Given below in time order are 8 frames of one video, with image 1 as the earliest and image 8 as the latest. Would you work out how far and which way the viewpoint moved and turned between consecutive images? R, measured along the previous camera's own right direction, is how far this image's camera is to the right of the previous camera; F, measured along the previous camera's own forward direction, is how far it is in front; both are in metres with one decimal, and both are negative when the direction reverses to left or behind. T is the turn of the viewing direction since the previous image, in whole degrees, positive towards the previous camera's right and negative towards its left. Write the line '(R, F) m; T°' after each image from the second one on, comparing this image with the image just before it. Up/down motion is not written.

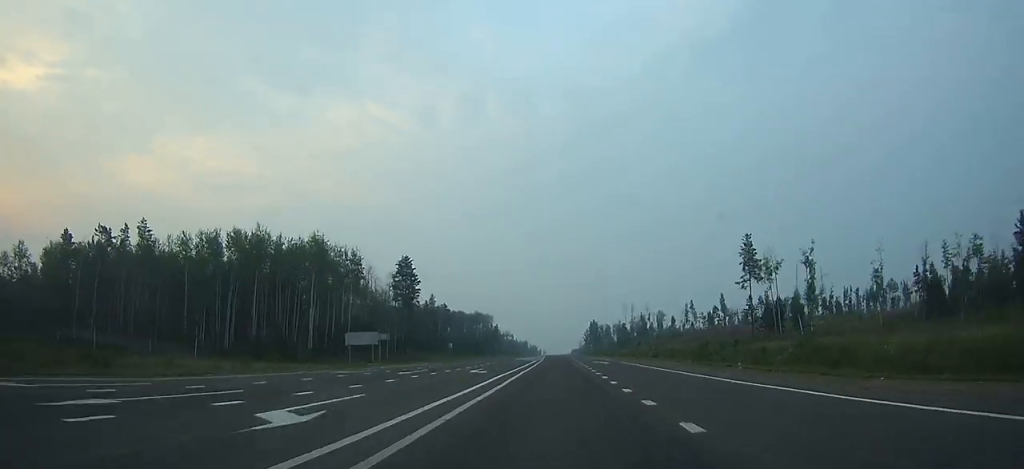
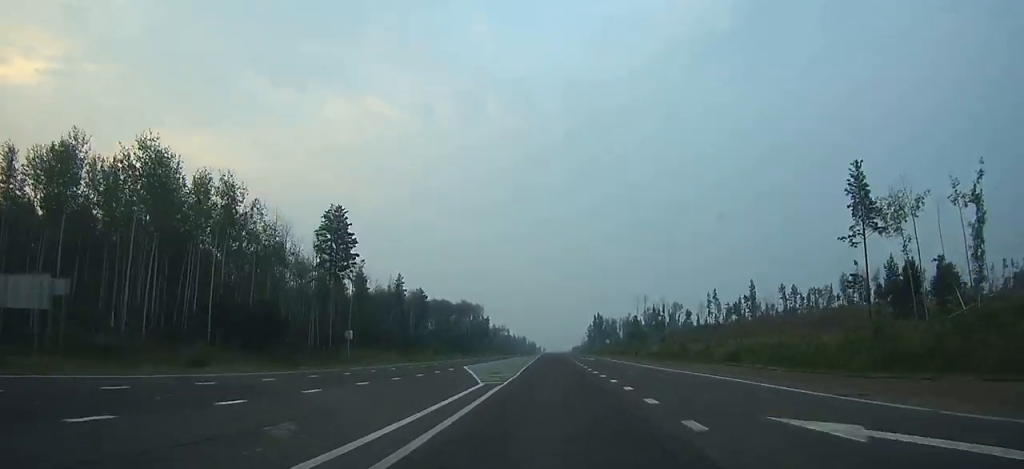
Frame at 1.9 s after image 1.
(+0.1, +46.4) m; 0°
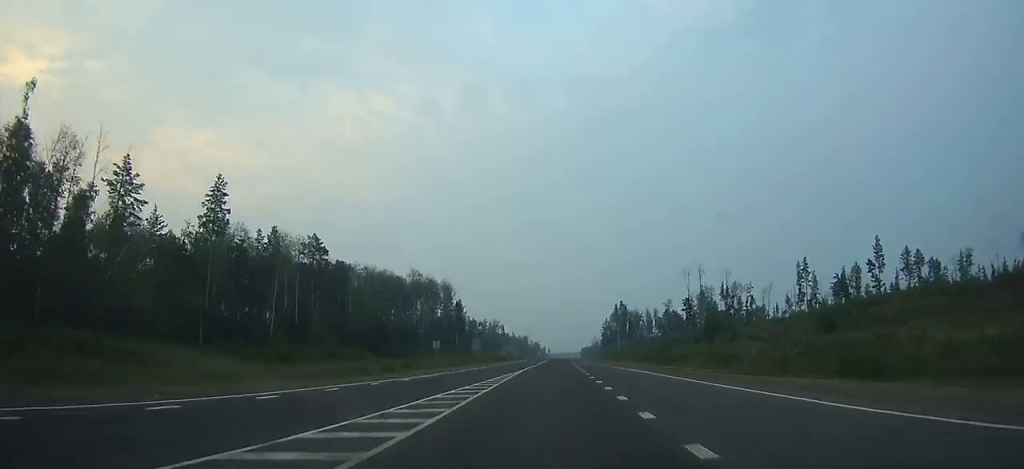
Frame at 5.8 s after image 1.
(-0.7, +101.0) m; 0°
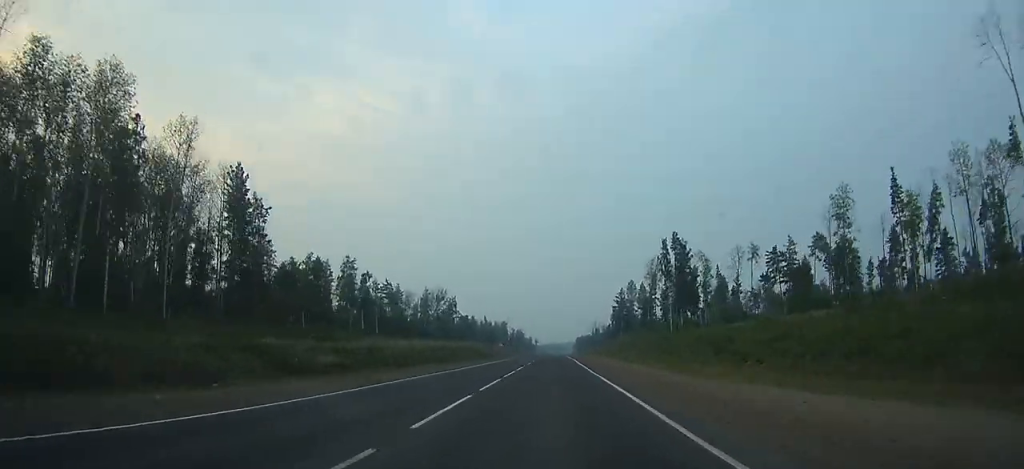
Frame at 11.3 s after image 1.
(+0.9, +153.9) m; +1°
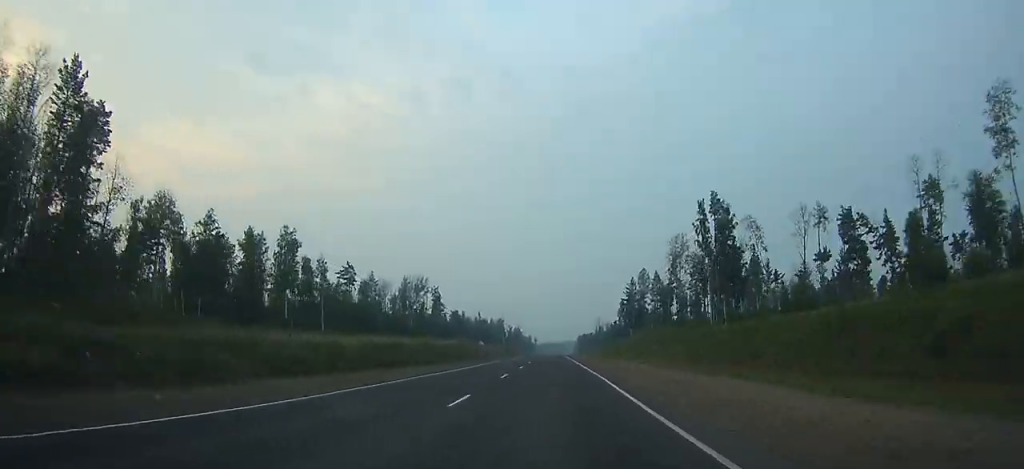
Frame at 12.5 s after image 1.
(+0.1, +33.7) m; 0°
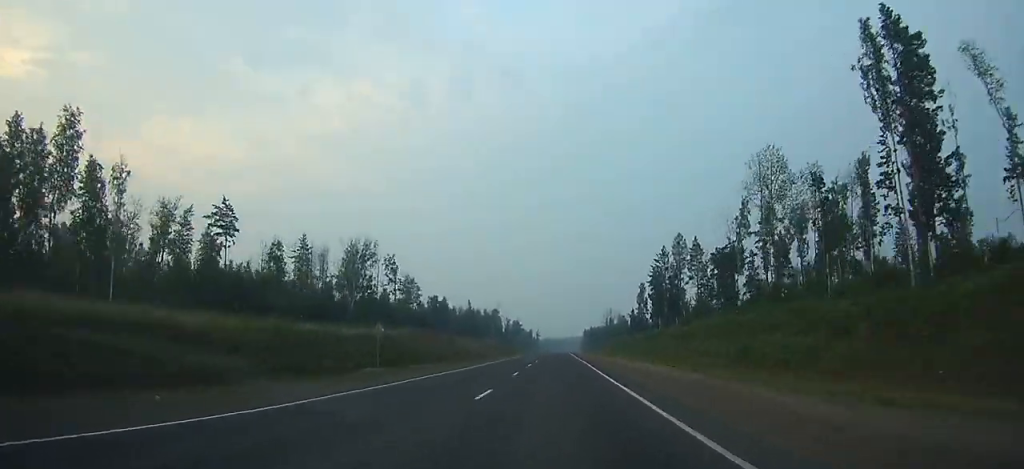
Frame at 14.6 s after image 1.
(0.0, +58.6) m; 0°
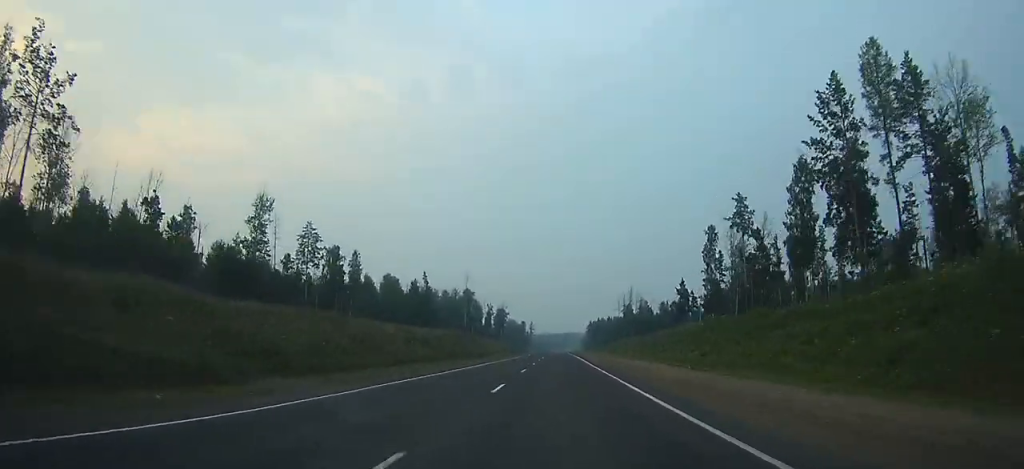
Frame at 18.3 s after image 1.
(-0.2, +103.3) m; 0°
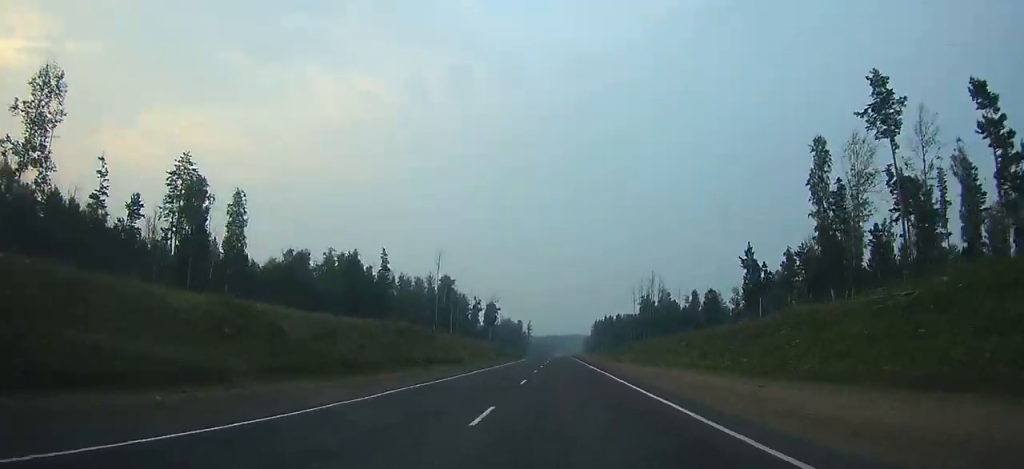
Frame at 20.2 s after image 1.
(0.0, +54.5) m; 0°
